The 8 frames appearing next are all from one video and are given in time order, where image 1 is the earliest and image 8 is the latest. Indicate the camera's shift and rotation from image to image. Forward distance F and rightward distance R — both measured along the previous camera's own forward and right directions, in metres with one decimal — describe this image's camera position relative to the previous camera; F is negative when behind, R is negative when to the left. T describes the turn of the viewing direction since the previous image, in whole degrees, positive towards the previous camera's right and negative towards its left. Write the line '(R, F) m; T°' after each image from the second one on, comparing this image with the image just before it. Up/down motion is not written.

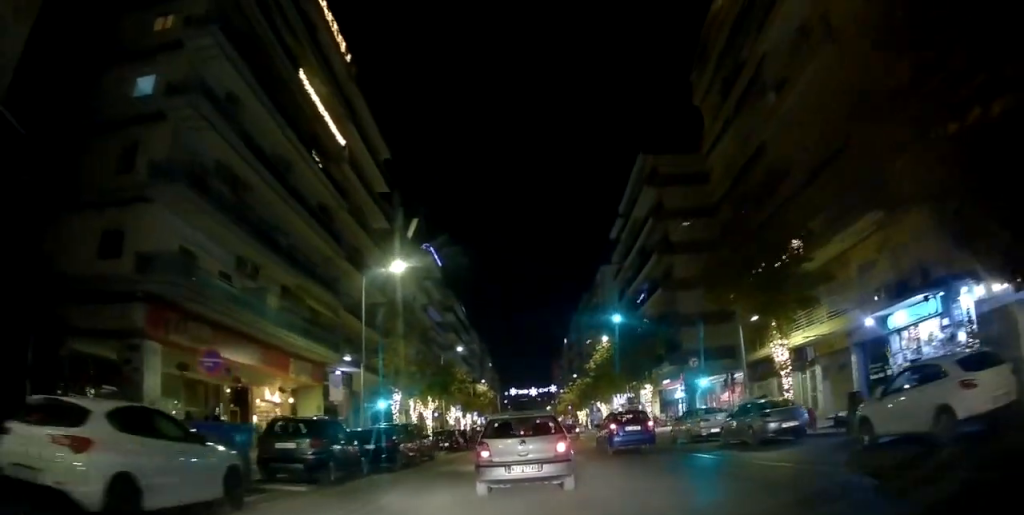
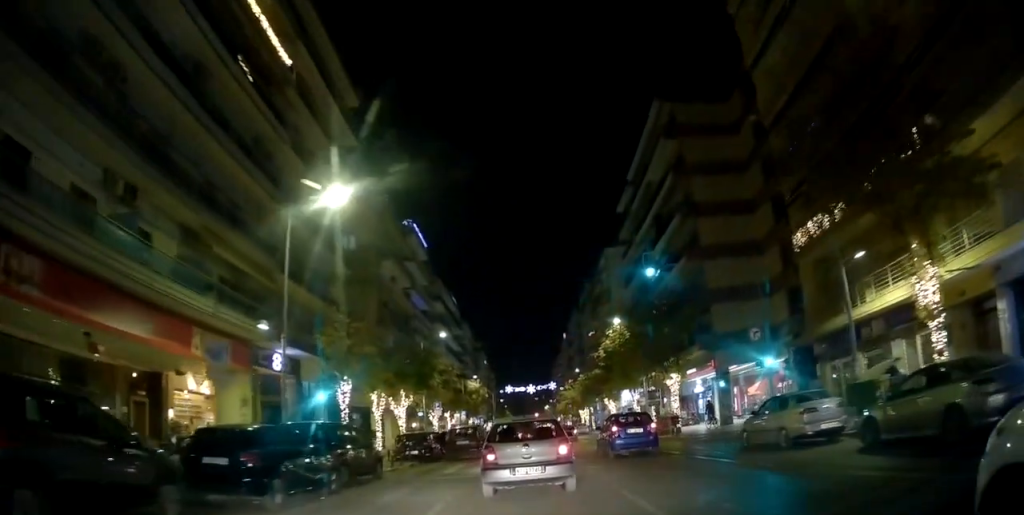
(0.0, +8.6) m; +3°
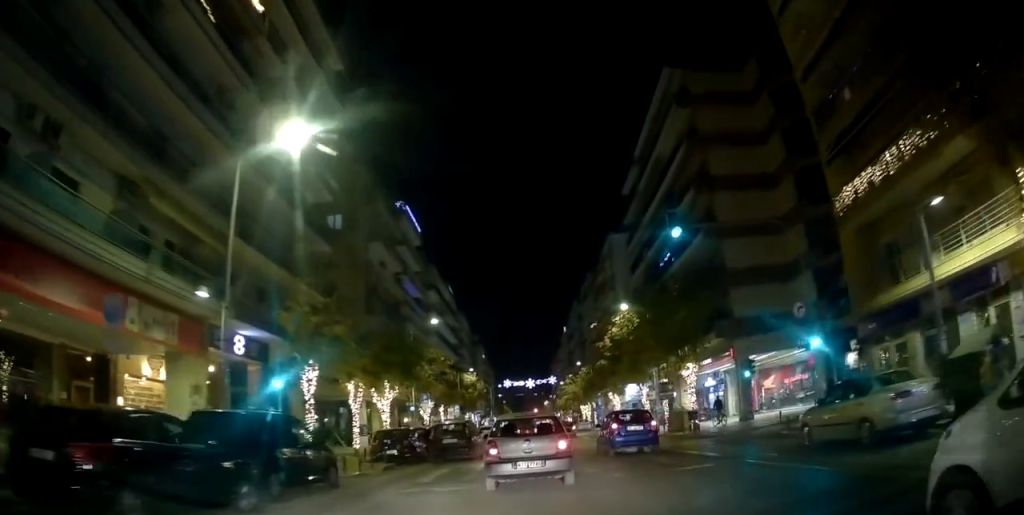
(+0.2, +3.8) m; +1°
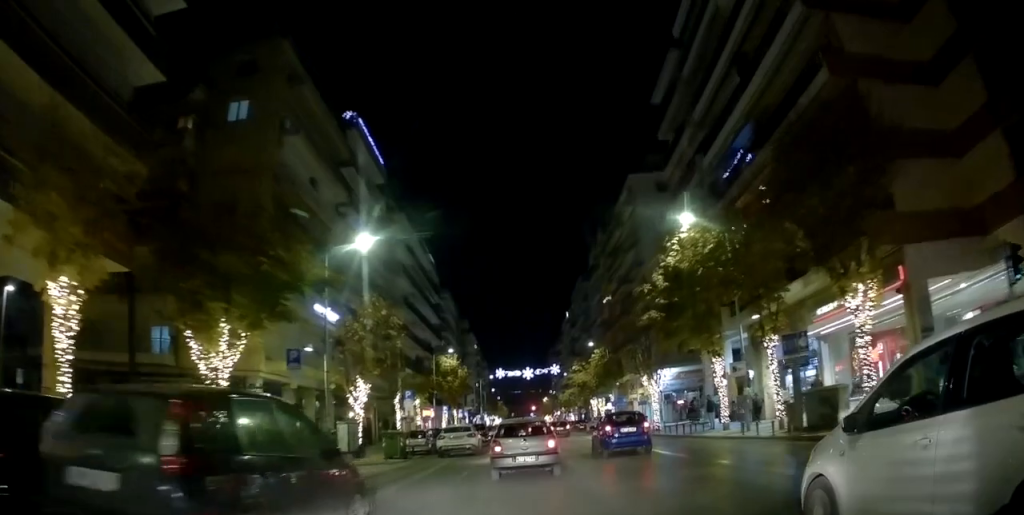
(+0.5, +17.3) m; +3°
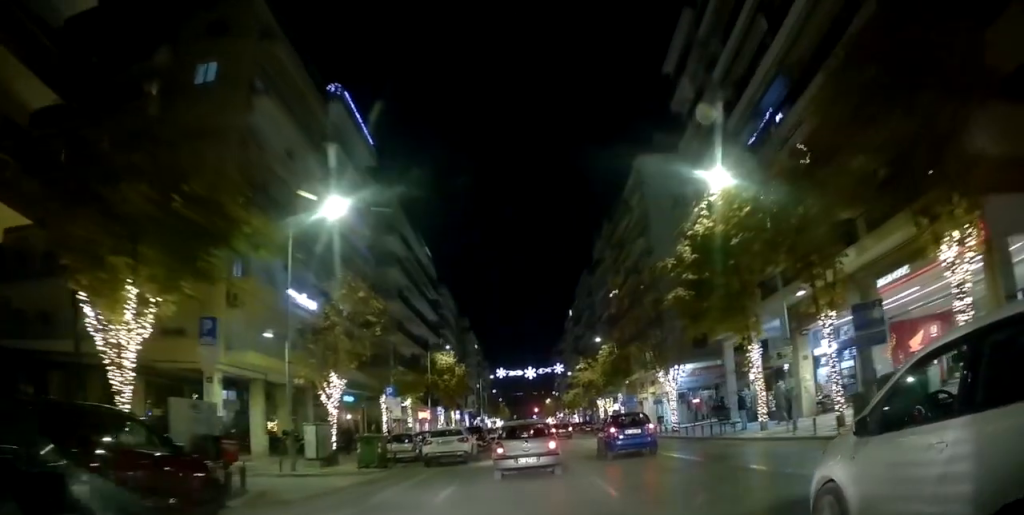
(-0.1, +3.8) m; +1°
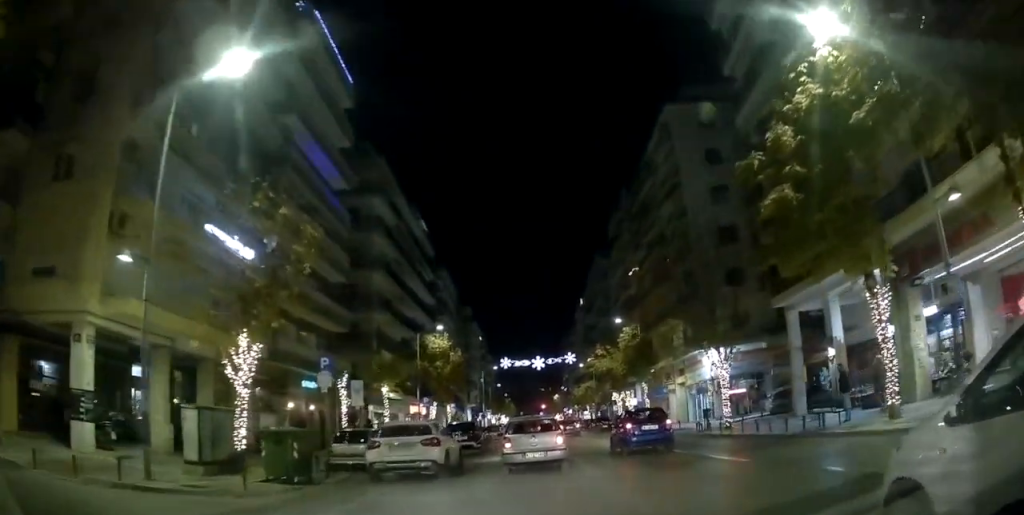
(+0.3, +7.8) m; 0°
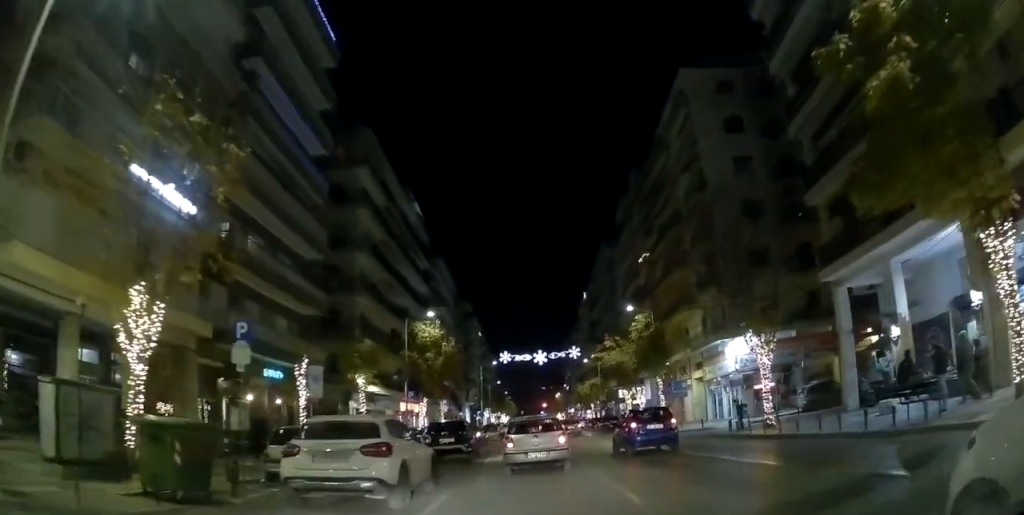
(+0.1, +4.4) m; -1°
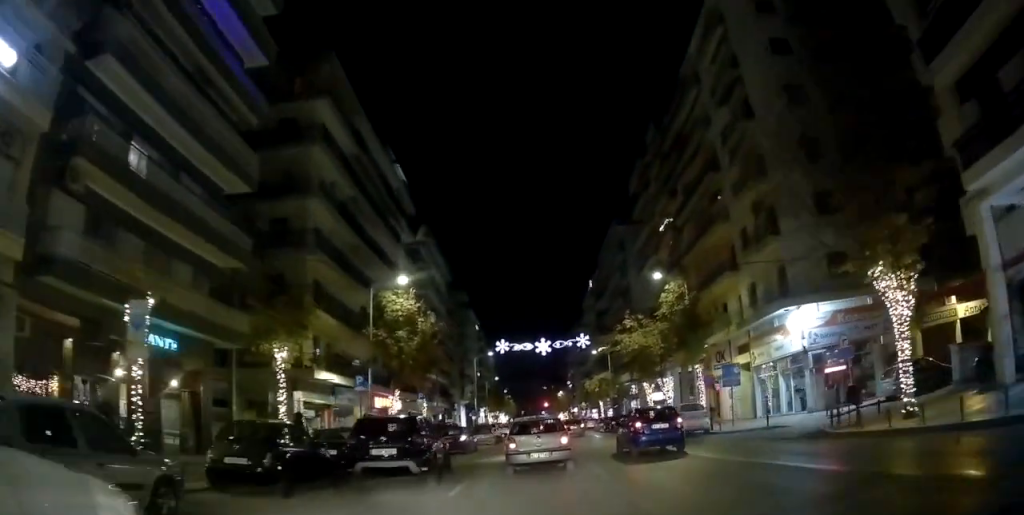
(-0.2, +8.9) m; -4°
